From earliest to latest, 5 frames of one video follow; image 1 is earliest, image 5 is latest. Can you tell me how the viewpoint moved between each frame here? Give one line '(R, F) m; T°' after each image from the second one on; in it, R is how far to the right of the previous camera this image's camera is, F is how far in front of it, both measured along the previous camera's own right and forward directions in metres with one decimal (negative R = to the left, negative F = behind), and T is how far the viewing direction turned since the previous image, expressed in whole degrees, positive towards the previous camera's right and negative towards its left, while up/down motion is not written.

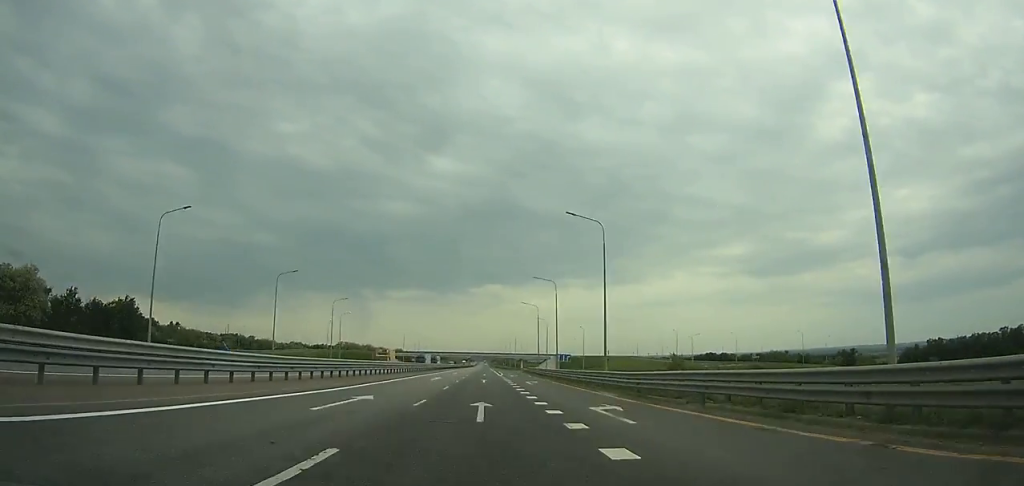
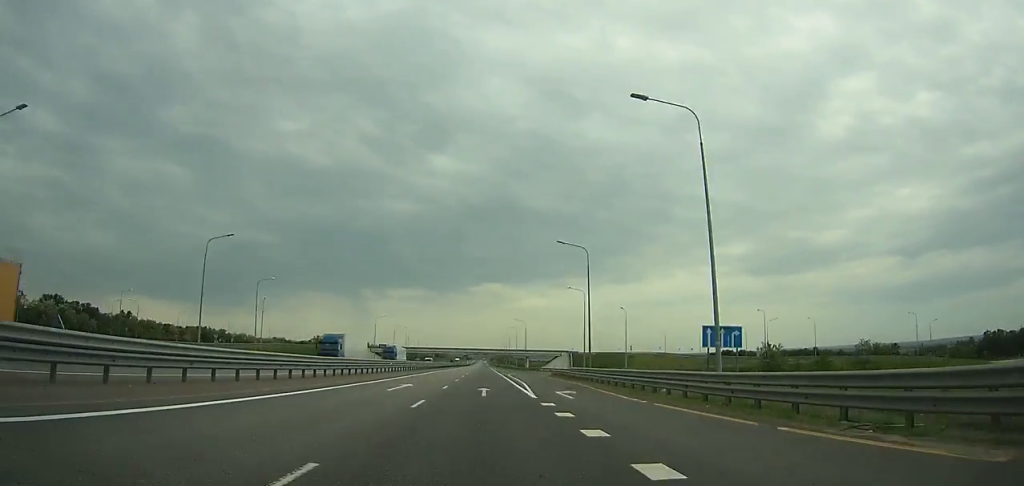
(0.0, +49.5) m; 0°
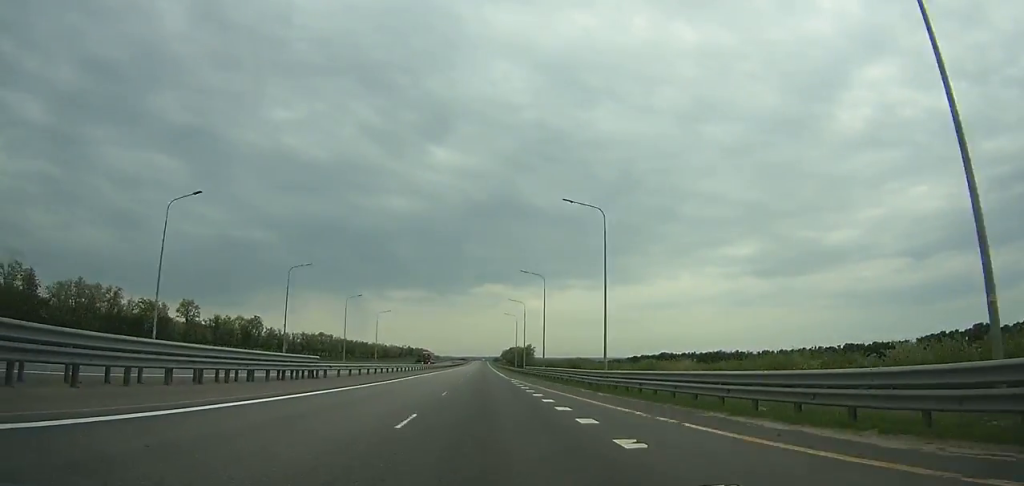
(-0.3, +341.7) m; 0°
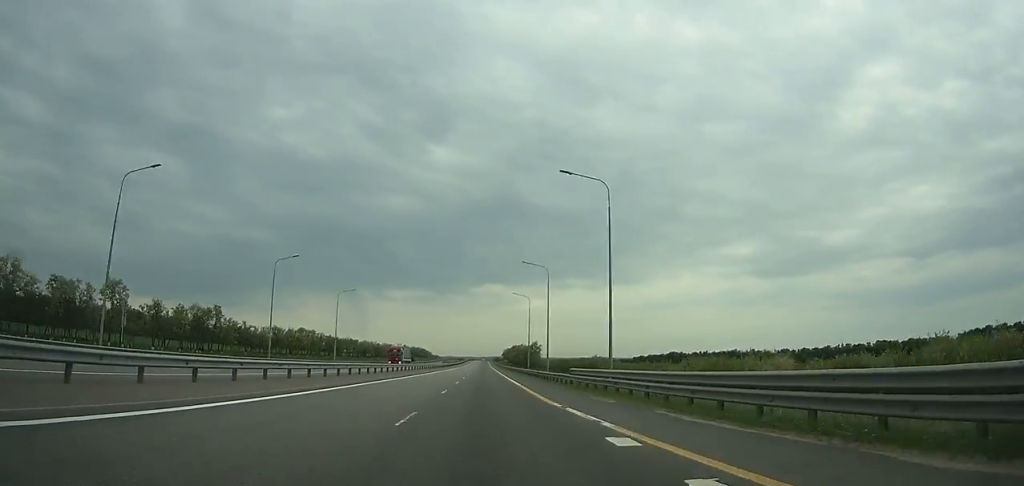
(0.0, +36.7) m; 0°
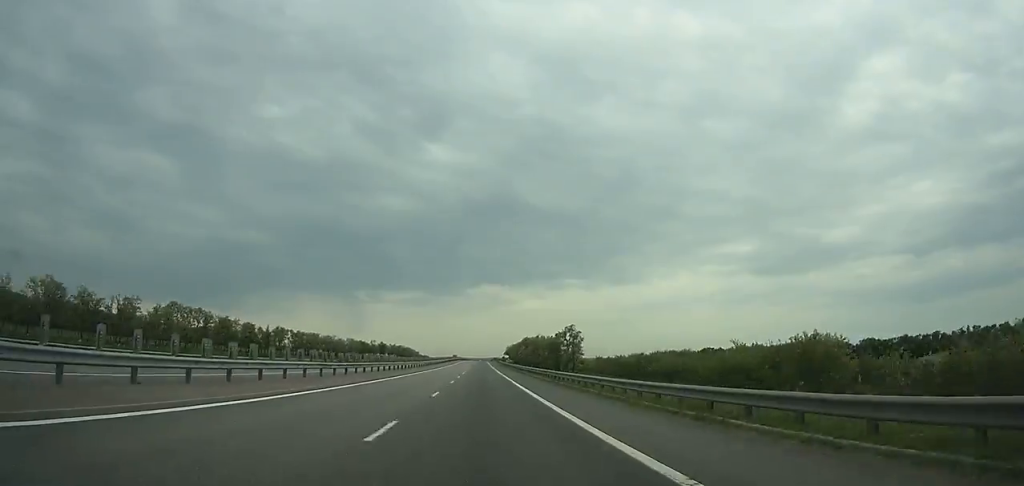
(+0.1, +123.5) m; 0°
